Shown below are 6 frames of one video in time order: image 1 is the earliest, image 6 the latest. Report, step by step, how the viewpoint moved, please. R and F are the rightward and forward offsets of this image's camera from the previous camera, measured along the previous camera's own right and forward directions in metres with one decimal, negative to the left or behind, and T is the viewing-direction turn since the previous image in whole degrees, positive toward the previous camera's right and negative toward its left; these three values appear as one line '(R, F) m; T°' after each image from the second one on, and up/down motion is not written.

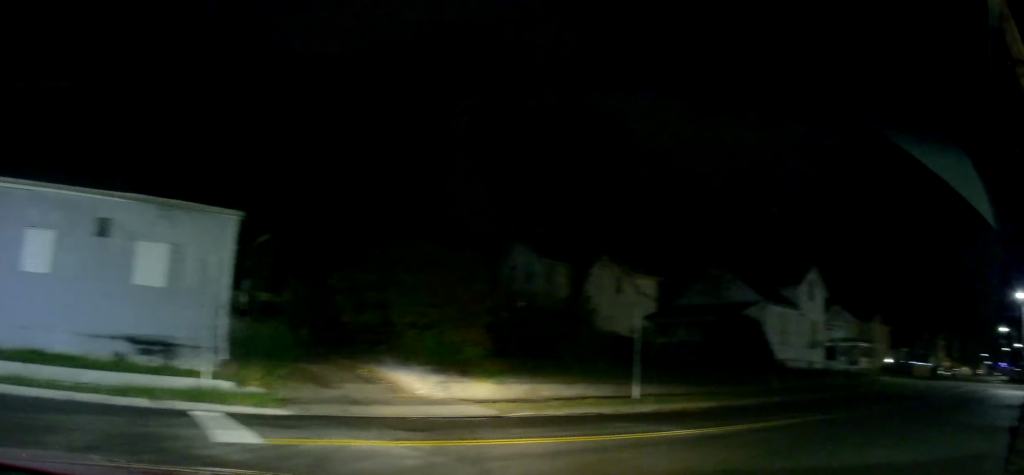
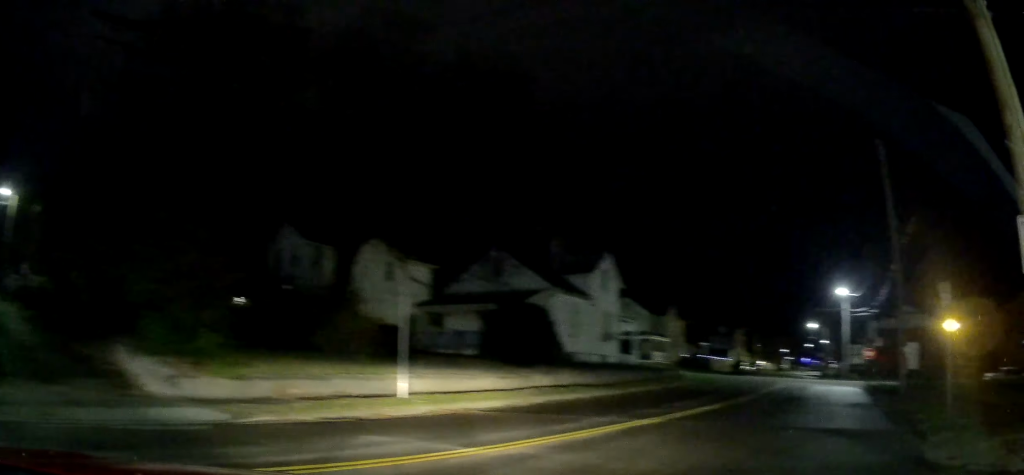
(+1.0, +2.4) m; +5°
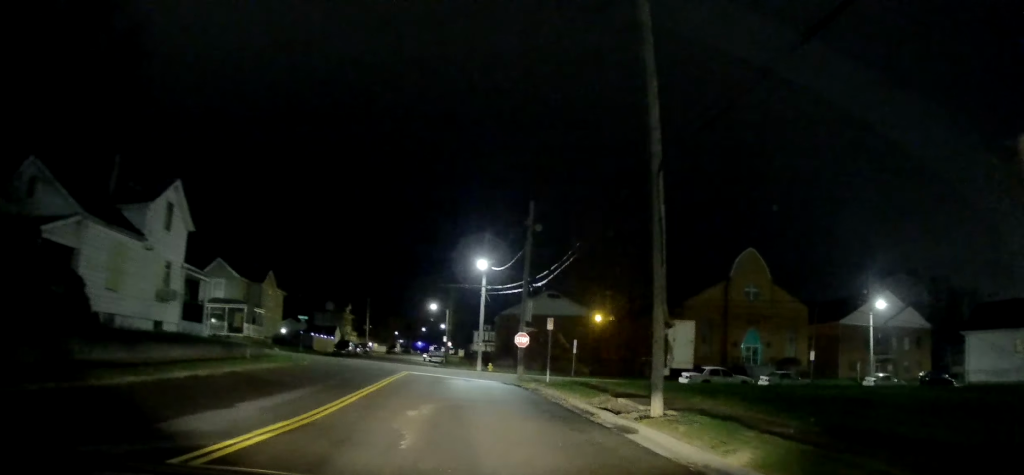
(+2.1, +7.1) m; +43°
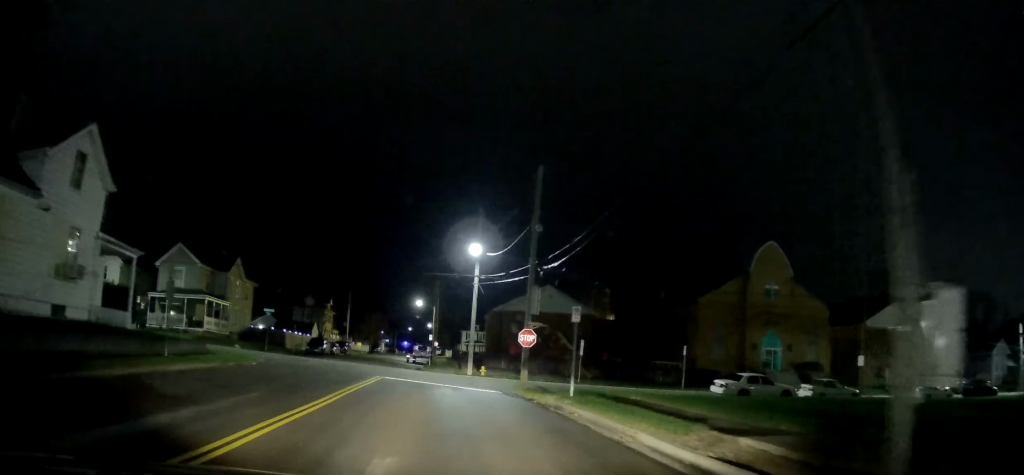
(+0.2, +5.2) m; +12°
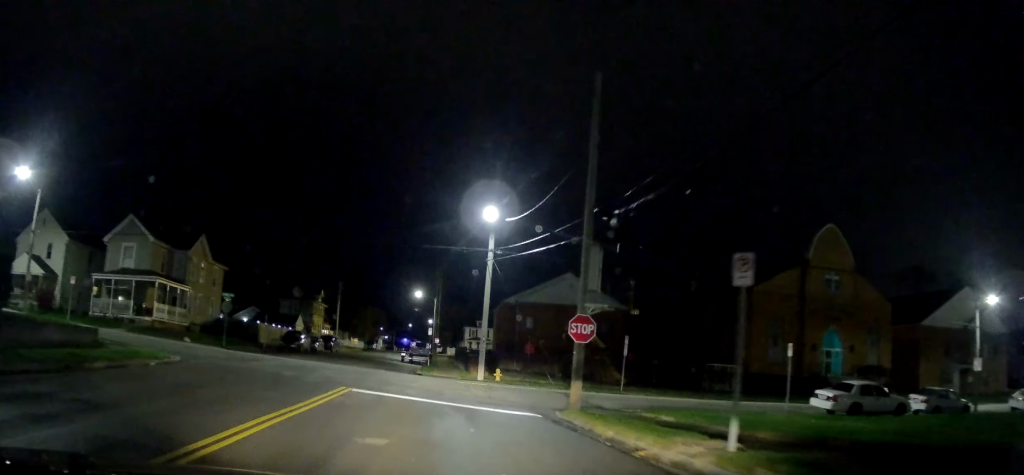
(+1.2, +9.1) m; +7°
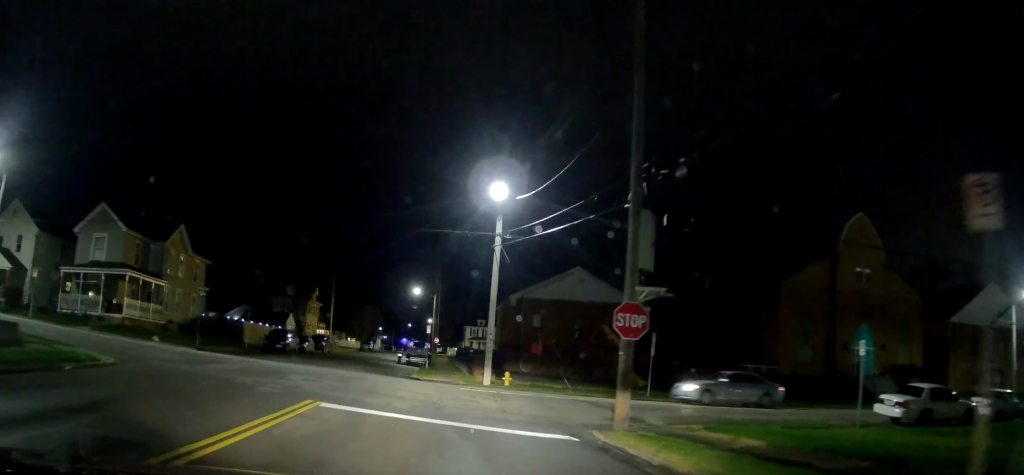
(0.0, +5.0) m; 0°
